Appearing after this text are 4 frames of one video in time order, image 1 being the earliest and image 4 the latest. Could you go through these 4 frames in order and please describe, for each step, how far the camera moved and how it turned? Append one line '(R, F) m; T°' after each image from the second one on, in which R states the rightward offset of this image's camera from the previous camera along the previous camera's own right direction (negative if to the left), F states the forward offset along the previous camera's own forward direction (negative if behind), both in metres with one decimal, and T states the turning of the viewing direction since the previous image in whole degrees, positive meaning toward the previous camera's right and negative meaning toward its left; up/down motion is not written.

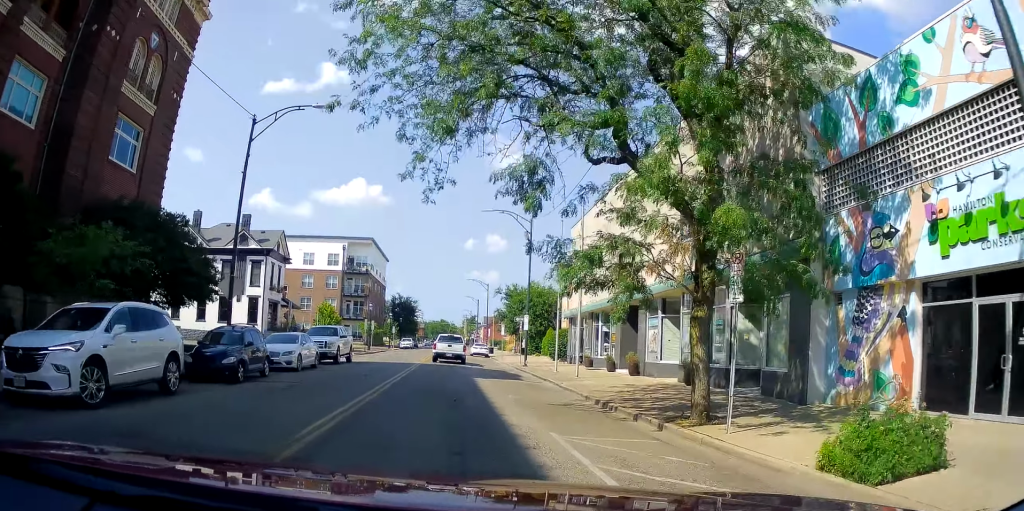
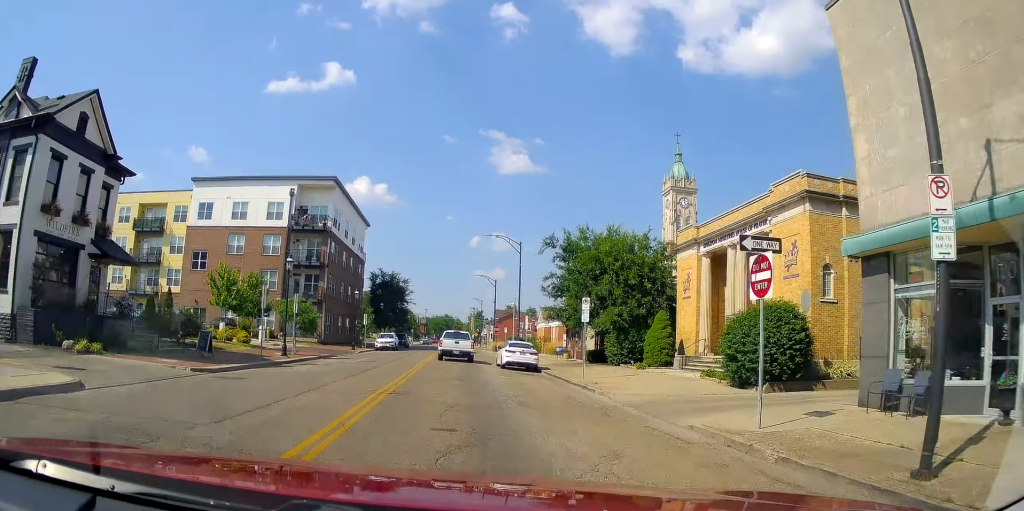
(-2.0, +30.4) m; 0°
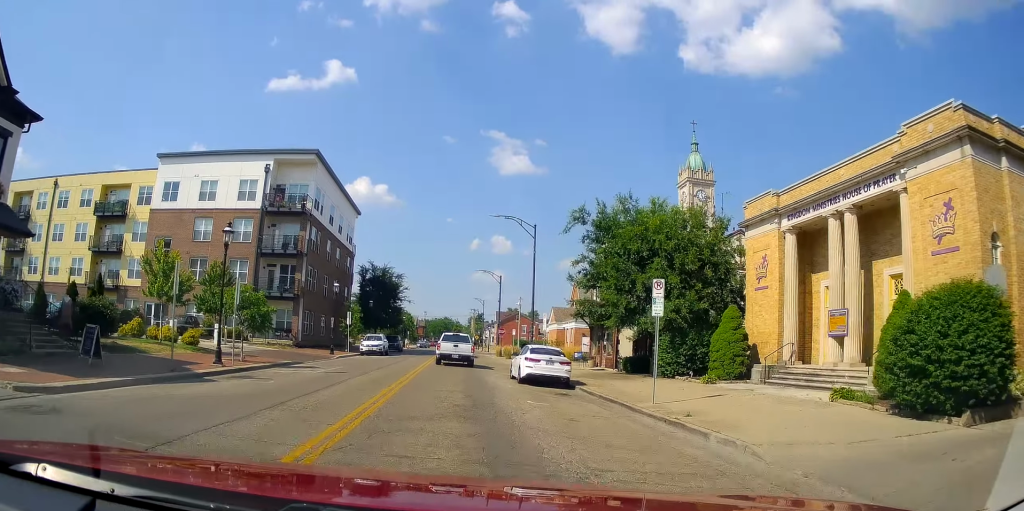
(0.0, +7.8) m; +1°
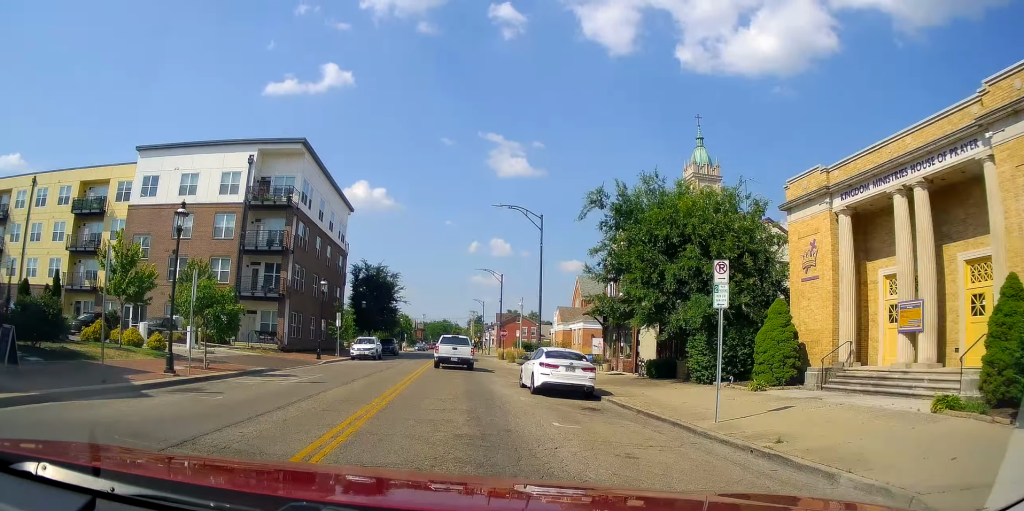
(+0.3, +3.6) m; +1°
